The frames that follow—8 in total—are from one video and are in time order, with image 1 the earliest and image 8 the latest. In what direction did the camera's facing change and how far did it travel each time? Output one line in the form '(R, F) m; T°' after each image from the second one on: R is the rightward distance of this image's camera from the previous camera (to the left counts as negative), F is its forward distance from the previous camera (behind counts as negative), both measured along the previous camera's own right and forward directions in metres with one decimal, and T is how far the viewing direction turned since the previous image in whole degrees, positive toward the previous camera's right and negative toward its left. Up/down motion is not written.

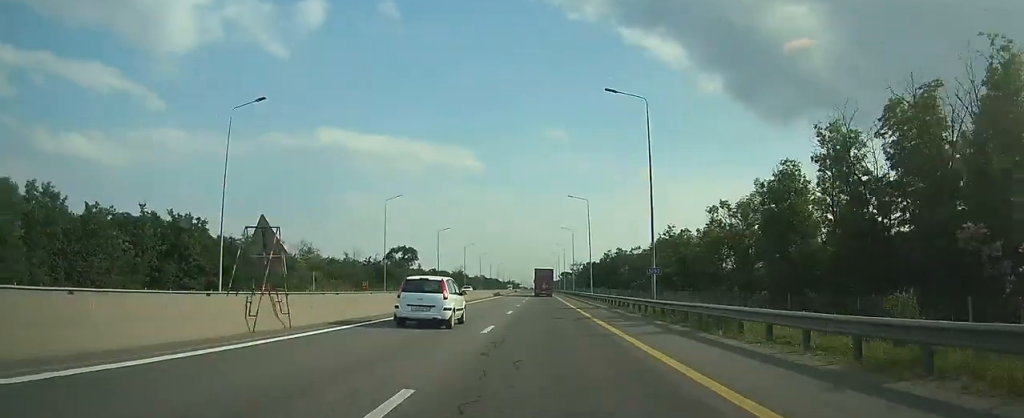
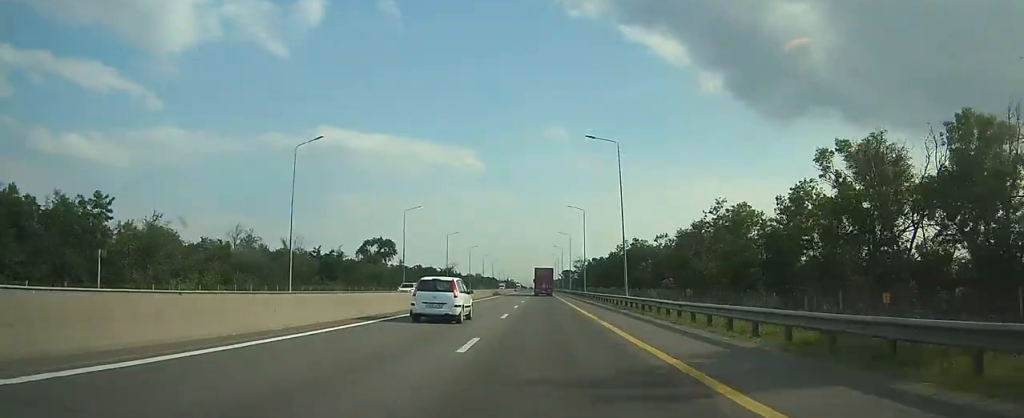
(0.0, +28.5) m; 0°
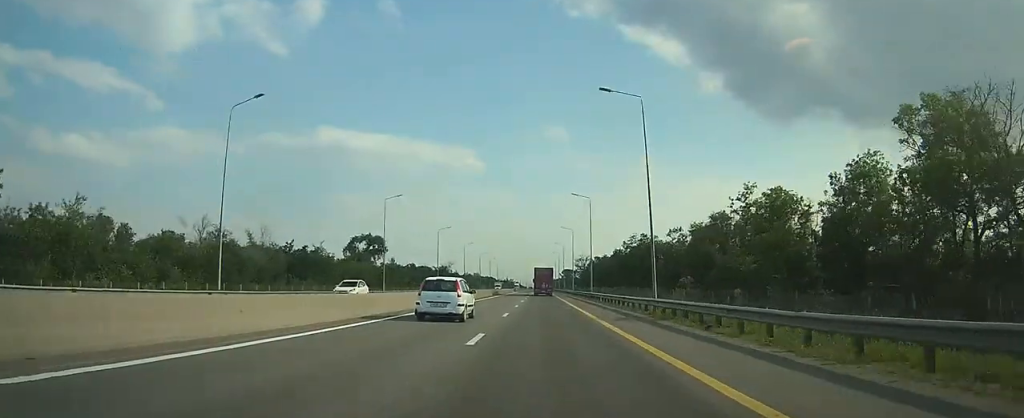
(0.0, +10.9) m; 0°
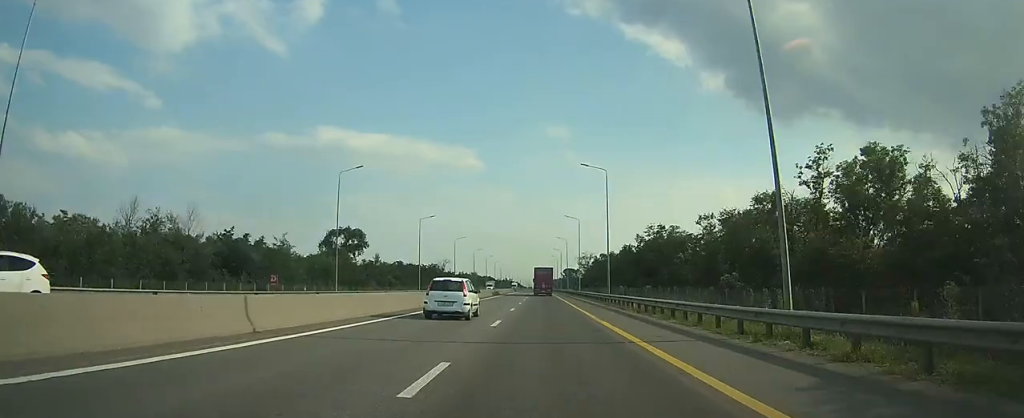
(0.0, +17.7) m; 0°
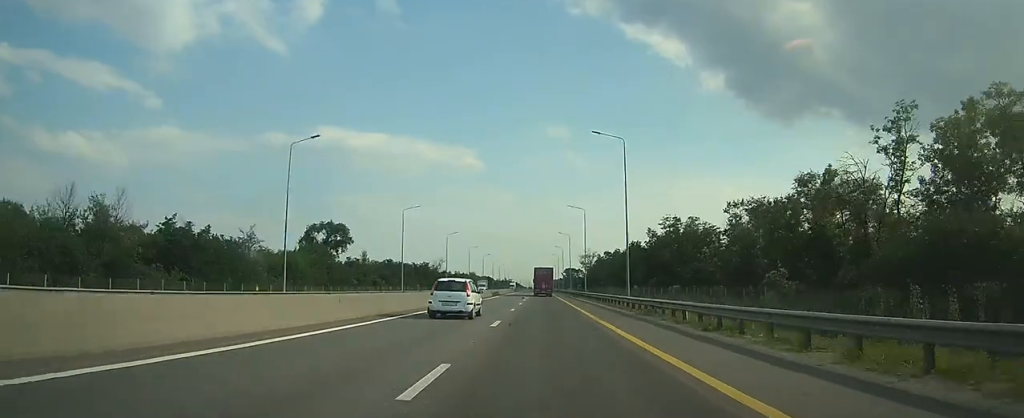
(0.0, +12.1) m; 0°
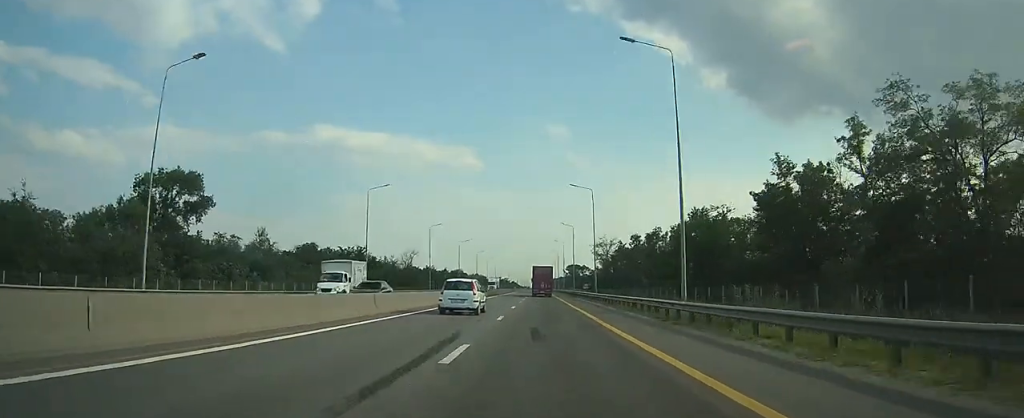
(0.0, +57.2) m; 0°
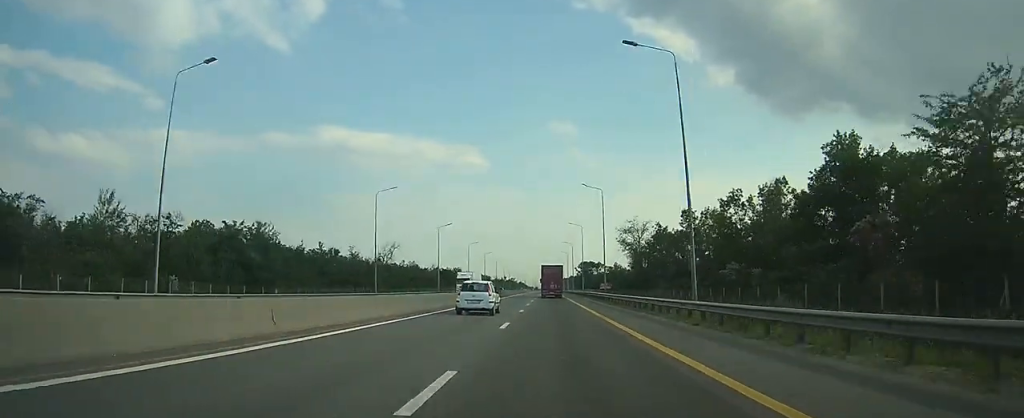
(+0.1, +39.9) m; 0°
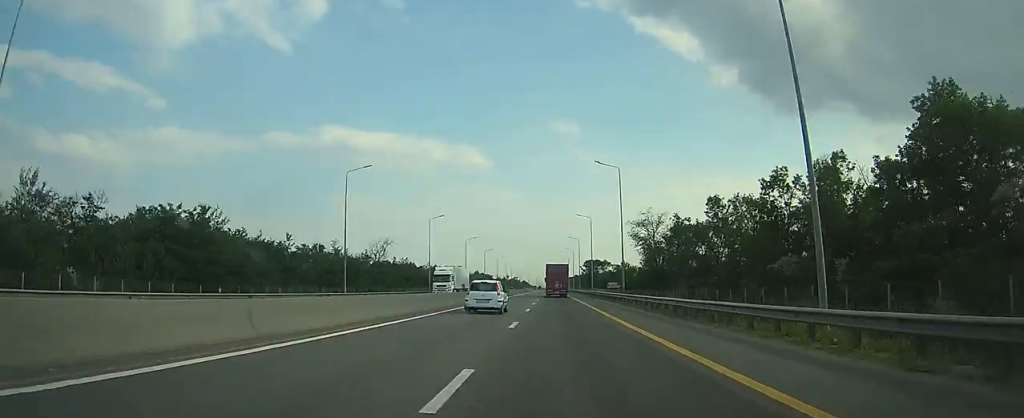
(-0.1, +11.9) m; 0°
